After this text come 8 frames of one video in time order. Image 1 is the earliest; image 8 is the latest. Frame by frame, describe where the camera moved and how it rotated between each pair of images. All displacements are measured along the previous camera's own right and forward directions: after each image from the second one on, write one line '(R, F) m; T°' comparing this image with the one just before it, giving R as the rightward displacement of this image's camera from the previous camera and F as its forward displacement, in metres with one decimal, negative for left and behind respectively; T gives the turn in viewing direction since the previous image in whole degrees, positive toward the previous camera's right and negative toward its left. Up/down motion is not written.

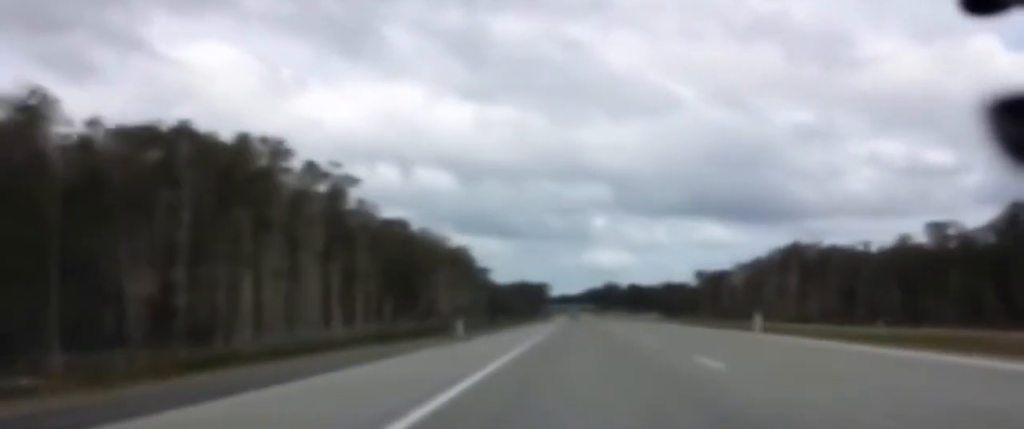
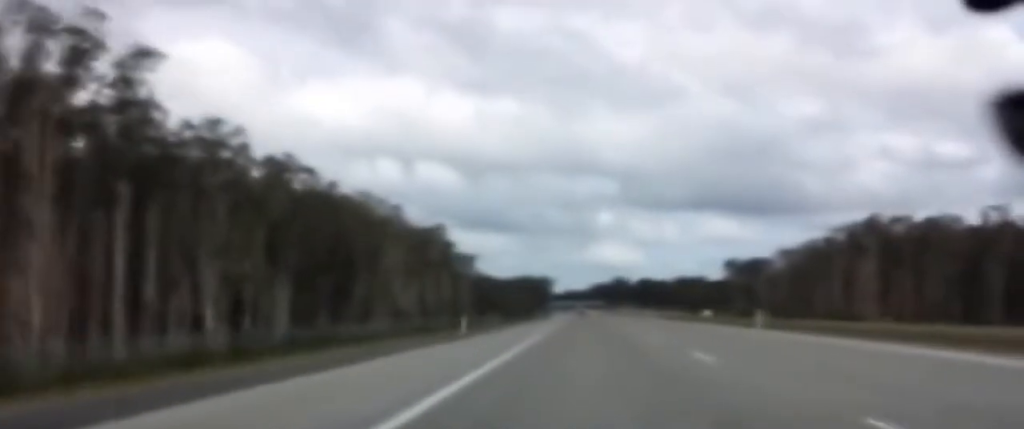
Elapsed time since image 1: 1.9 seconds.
(+0.3, +59.0) m; 0°
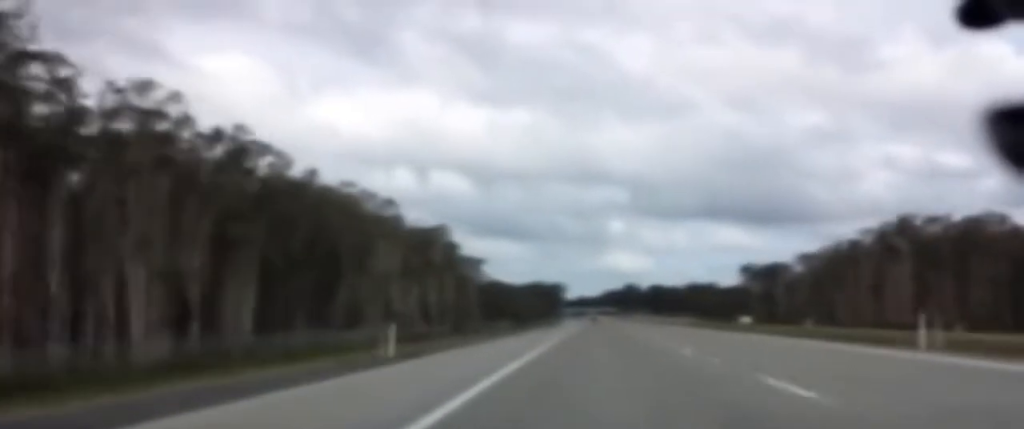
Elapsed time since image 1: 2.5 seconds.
(0.0, +18.3) m; 0°
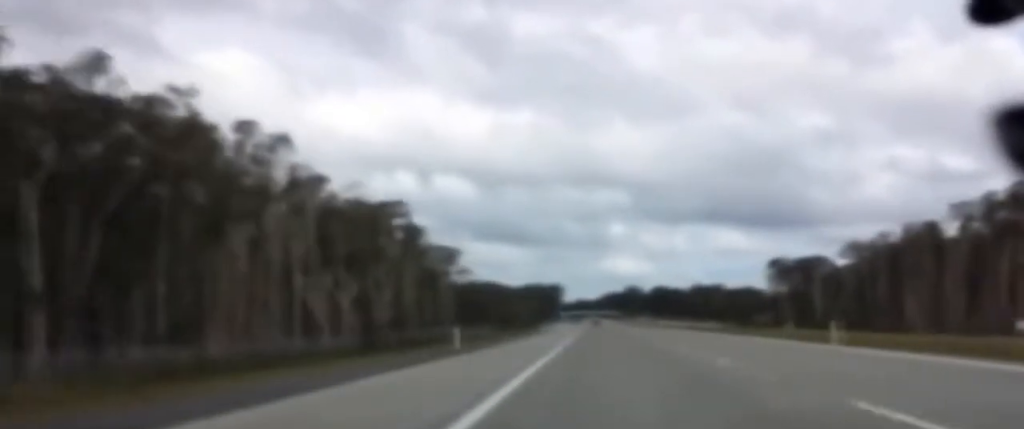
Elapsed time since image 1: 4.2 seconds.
(-0.5, +51.8) m; 0°
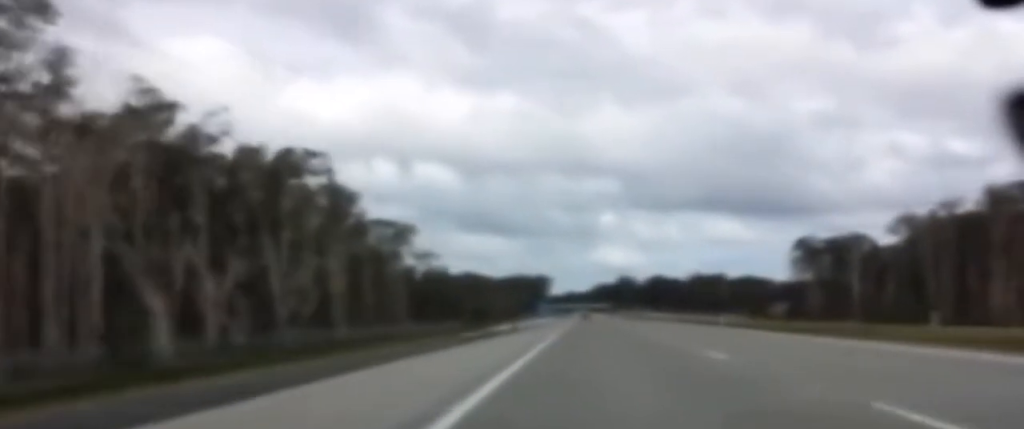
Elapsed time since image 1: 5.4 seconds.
(+0.1, +36.6) m; 0°
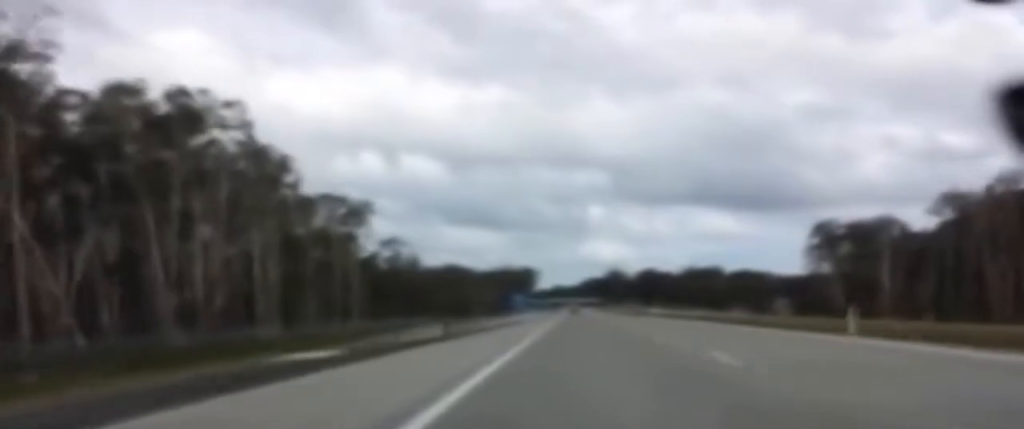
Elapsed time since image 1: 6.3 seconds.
(0.0, +26.5) m; +1°
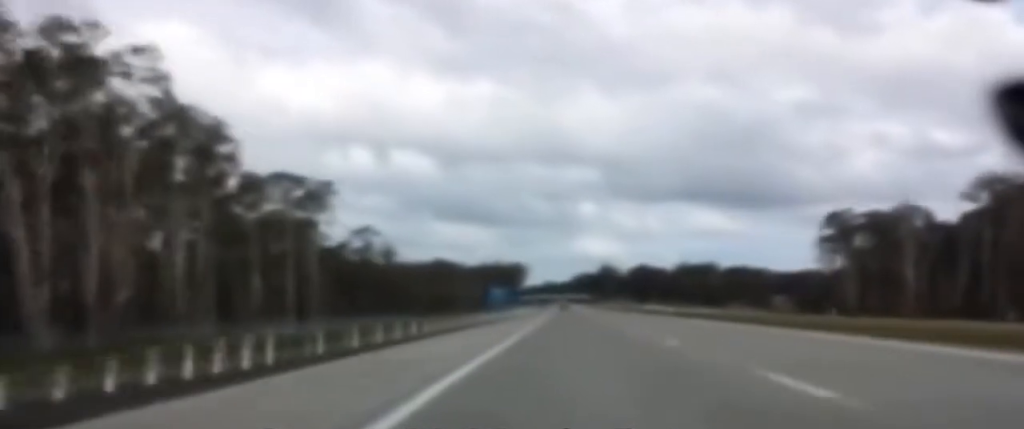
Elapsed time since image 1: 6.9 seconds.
(+0.2, +18.4) m; 0°
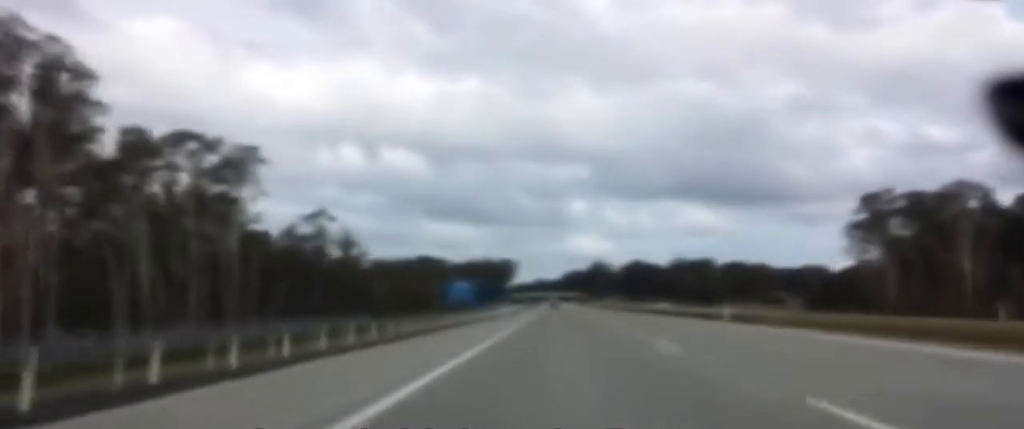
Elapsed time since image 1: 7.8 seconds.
(+0.1, +27.6) m; 0°
